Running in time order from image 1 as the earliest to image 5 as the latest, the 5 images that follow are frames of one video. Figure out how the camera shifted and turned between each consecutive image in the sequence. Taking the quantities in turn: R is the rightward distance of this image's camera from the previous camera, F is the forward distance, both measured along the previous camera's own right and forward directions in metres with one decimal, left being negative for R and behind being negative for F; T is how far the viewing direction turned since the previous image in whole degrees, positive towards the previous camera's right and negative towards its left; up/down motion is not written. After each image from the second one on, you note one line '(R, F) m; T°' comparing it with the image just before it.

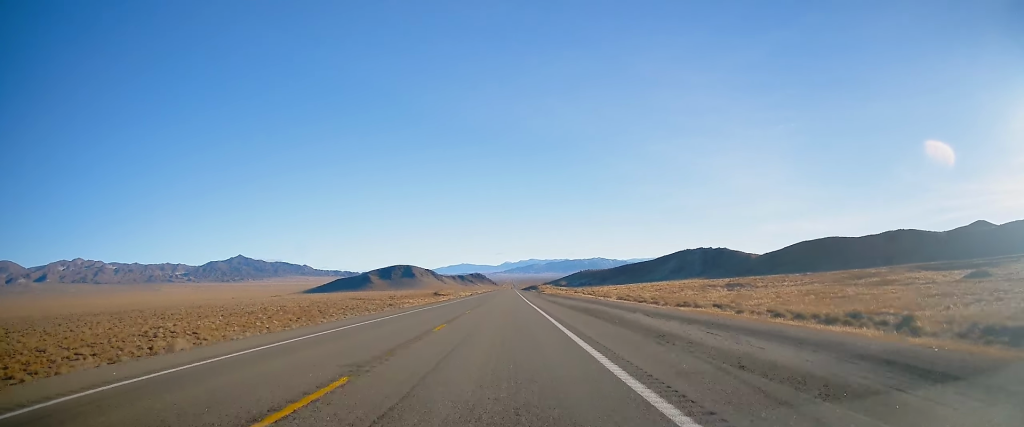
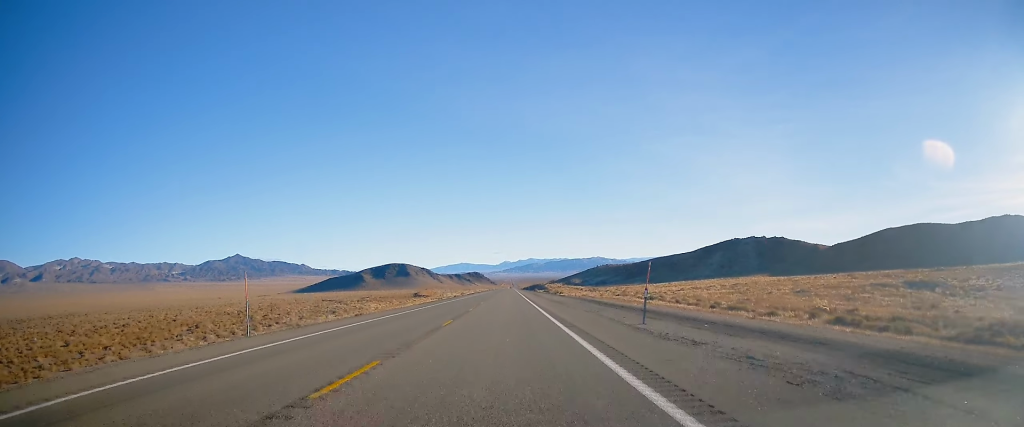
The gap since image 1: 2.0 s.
(-0.3, +70.0) m; 0°
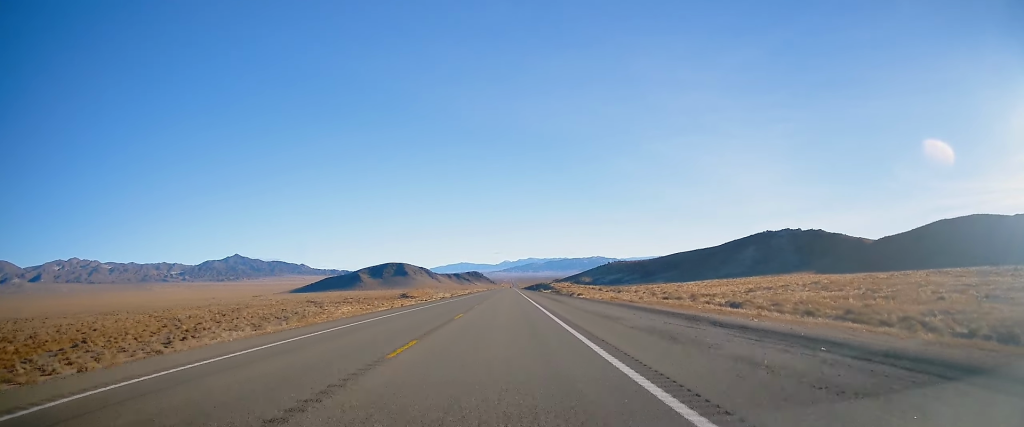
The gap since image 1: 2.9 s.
(+0.5, +32.5) m; 0°
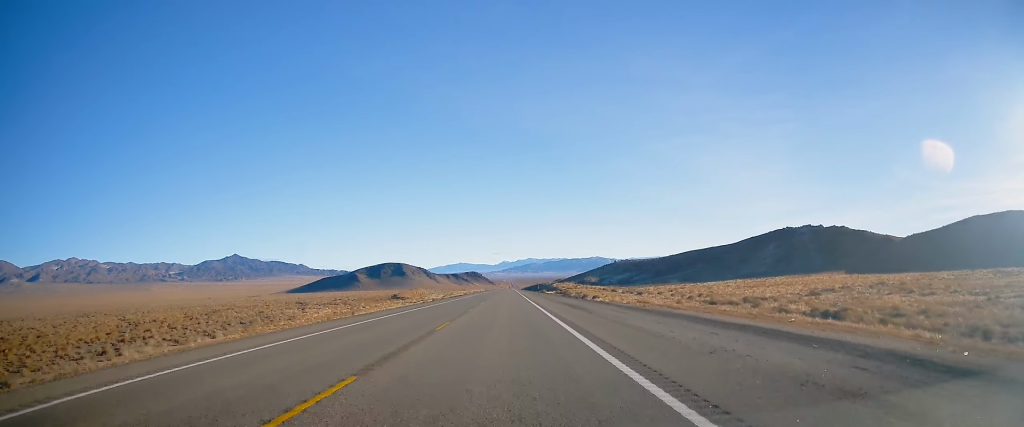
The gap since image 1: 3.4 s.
(-0.1, +17.5) m; 0°
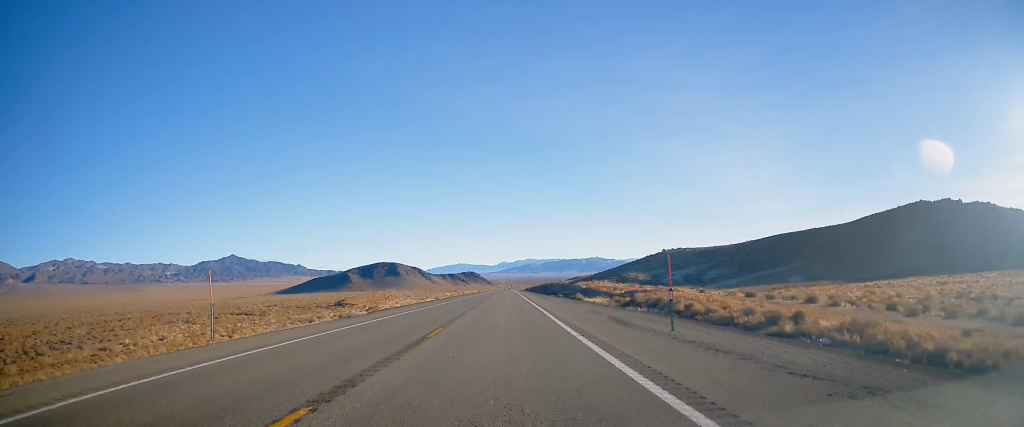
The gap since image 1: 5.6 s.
(-0.1, +74.8) m; 0°
